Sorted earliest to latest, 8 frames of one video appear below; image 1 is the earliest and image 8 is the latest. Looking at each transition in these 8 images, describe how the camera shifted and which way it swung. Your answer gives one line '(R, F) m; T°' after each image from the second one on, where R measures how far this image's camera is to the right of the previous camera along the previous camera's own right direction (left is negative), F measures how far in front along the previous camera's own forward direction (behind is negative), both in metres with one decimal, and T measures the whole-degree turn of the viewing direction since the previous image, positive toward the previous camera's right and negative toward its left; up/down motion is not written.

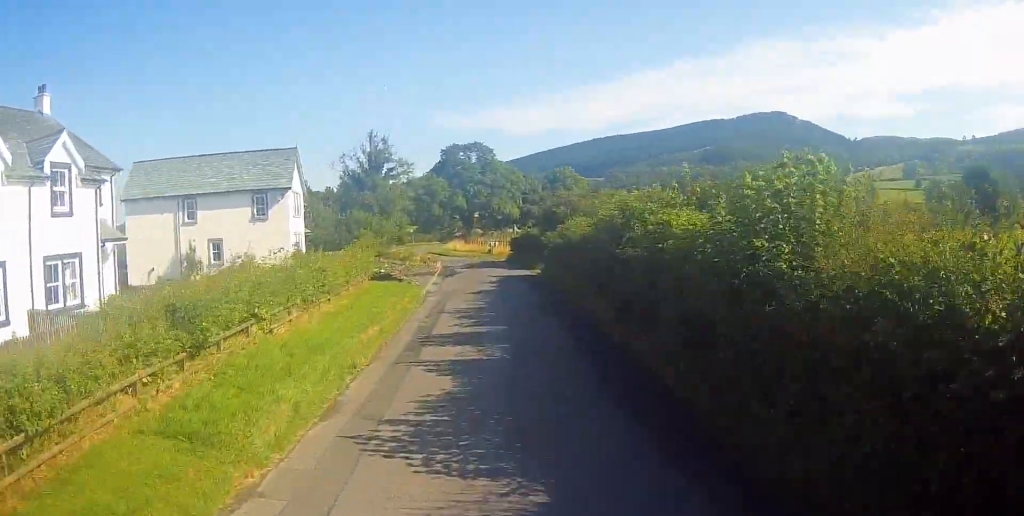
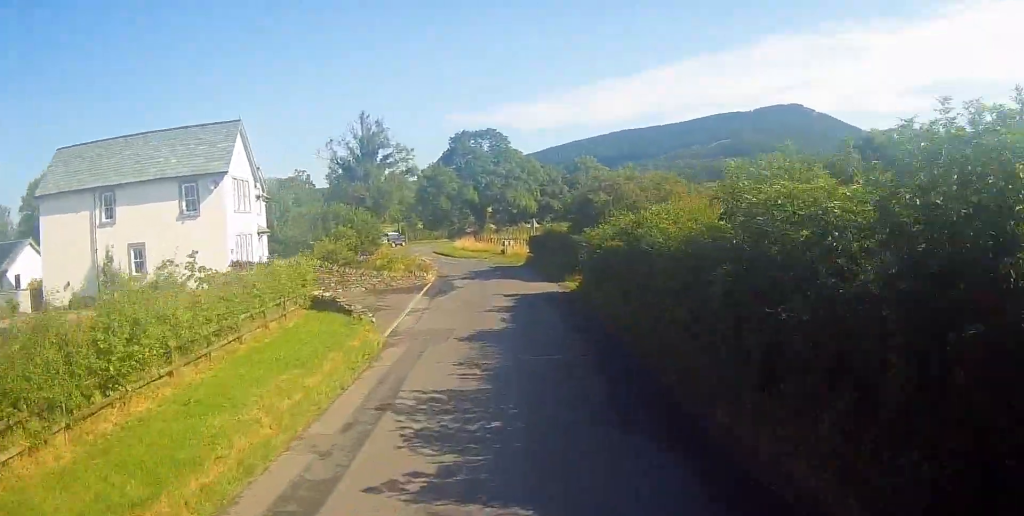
(-0.2, +10.9) m; -2°
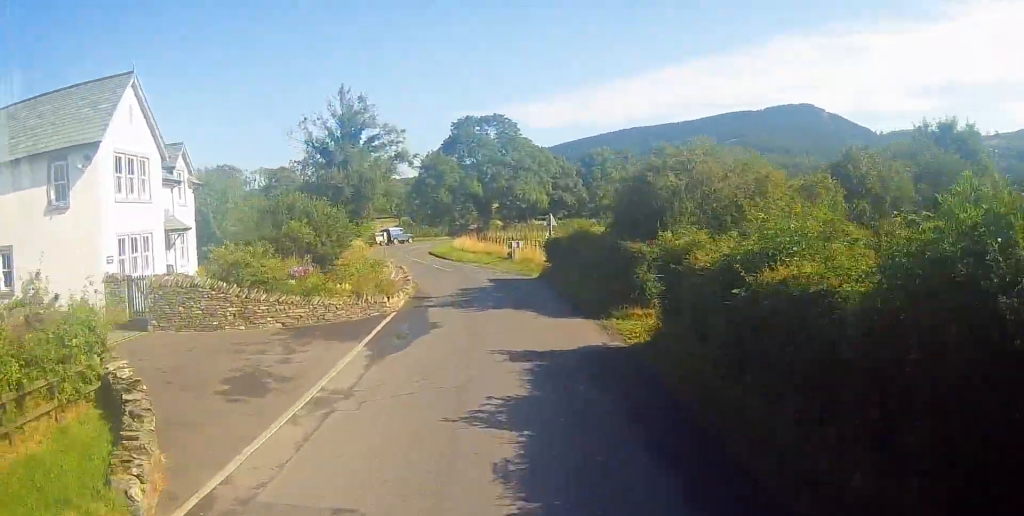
(+0.1, +9.6) m; -2°
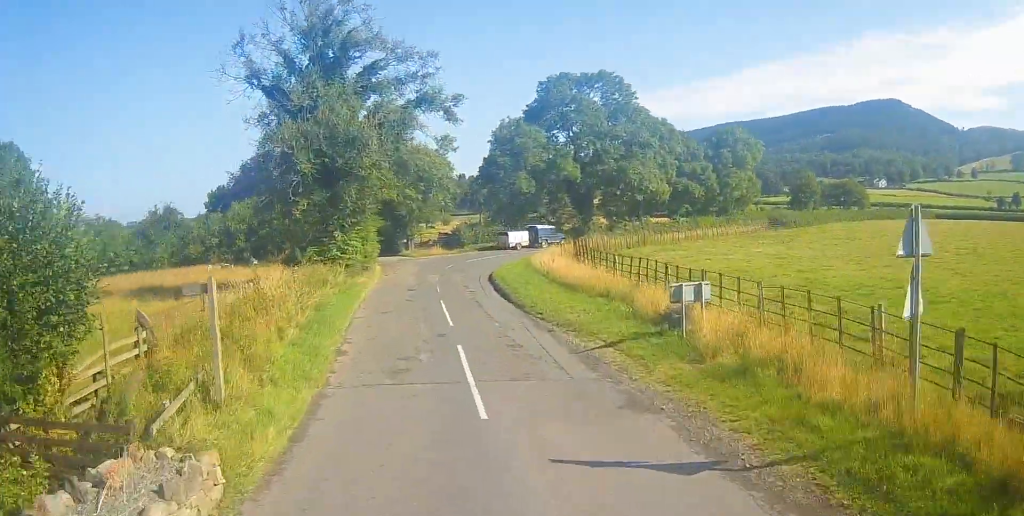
(-1.7, +24.7) m; -7°
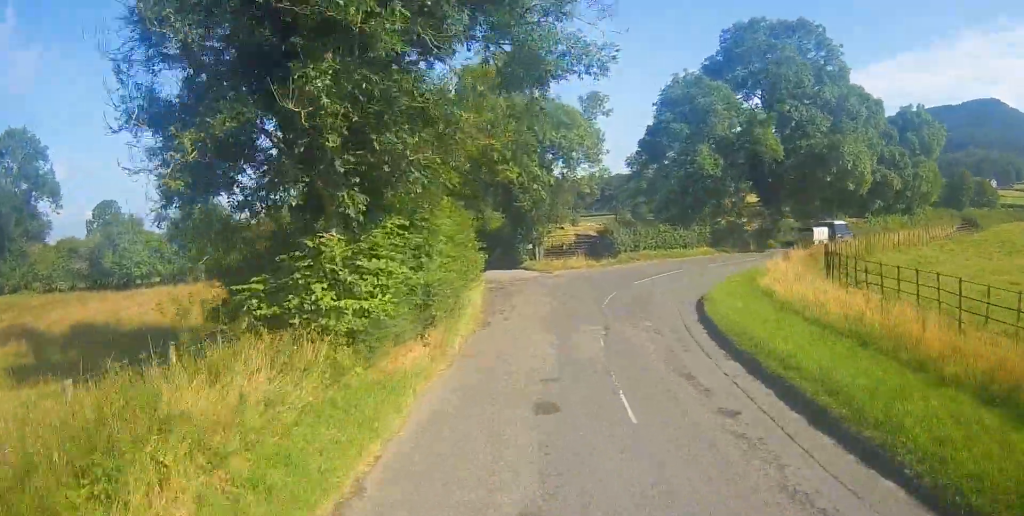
(-0.8, +17.0) m; 0°
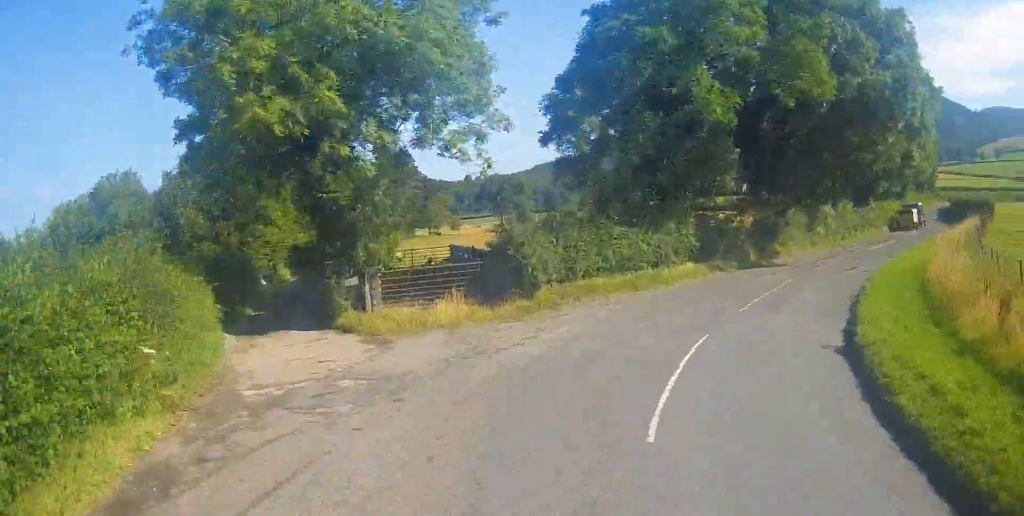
(-0.4, +17.2) m; +17°
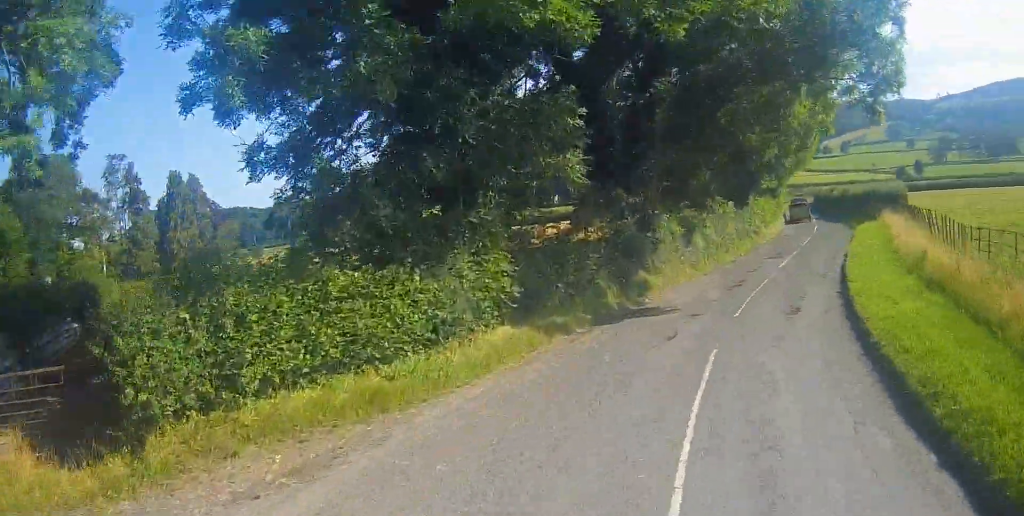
(+3.3, +9.5) m; +11°
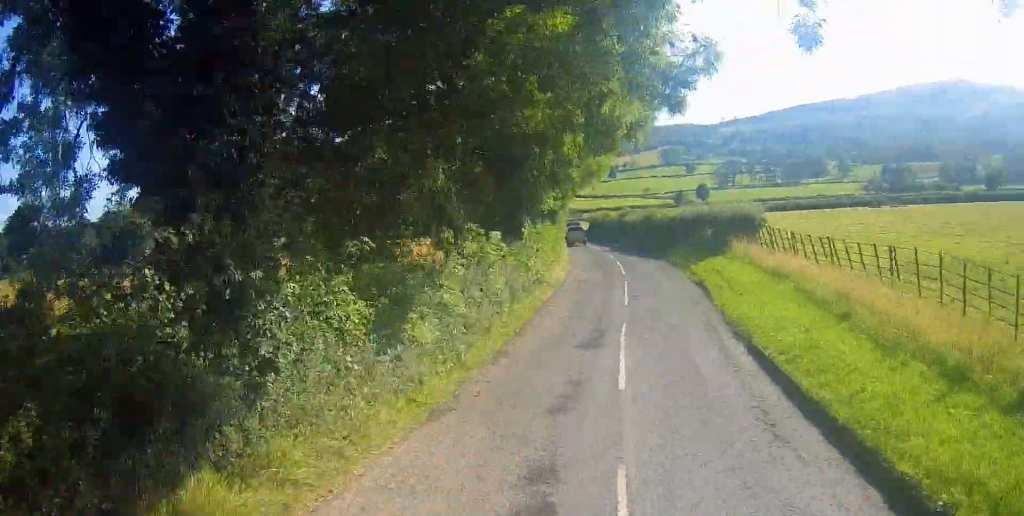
(+1.8, +12.0) m; +9°
